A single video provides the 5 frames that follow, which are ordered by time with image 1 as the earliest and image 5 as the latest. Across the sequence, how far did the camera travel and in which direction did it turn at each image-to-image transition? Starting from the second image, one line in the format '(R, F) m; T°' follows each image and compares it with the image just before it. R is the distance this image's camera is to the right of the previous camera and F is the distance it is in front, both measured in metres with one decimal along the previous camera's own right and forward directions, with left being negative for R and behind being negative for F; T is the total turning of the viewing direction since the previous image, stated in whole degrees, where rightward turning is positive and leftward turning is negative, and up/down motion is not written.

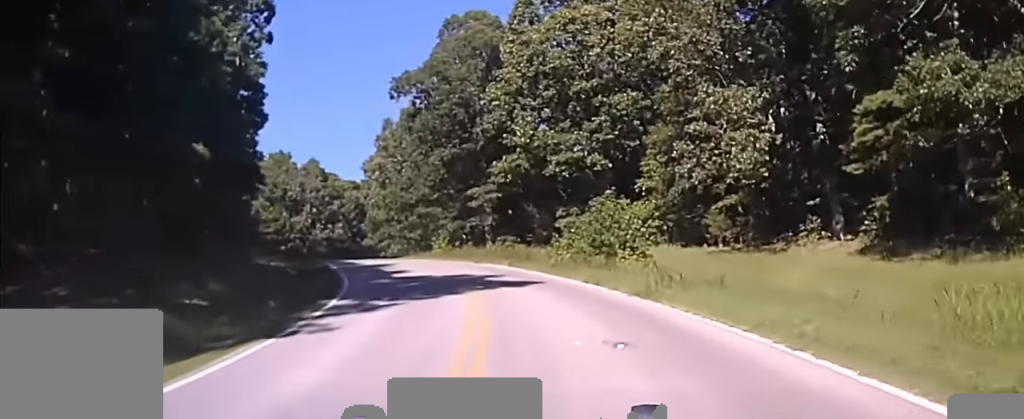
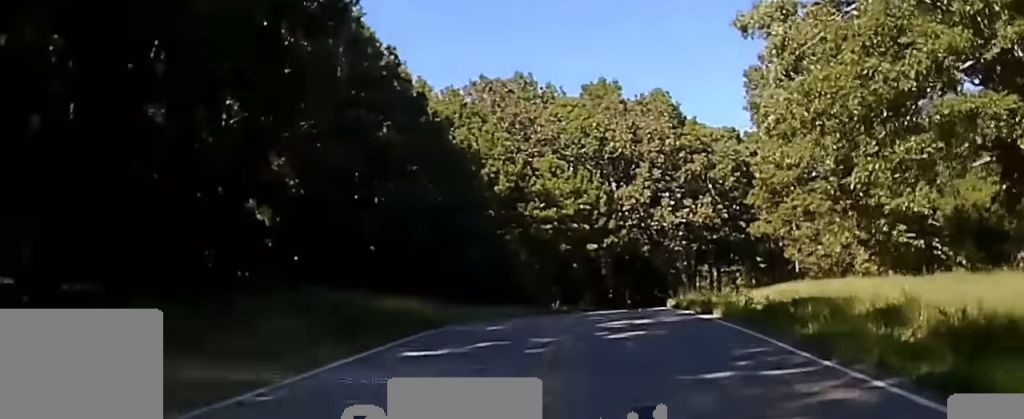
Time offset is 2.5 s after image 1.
(-12.8, +48.3) m; -23°
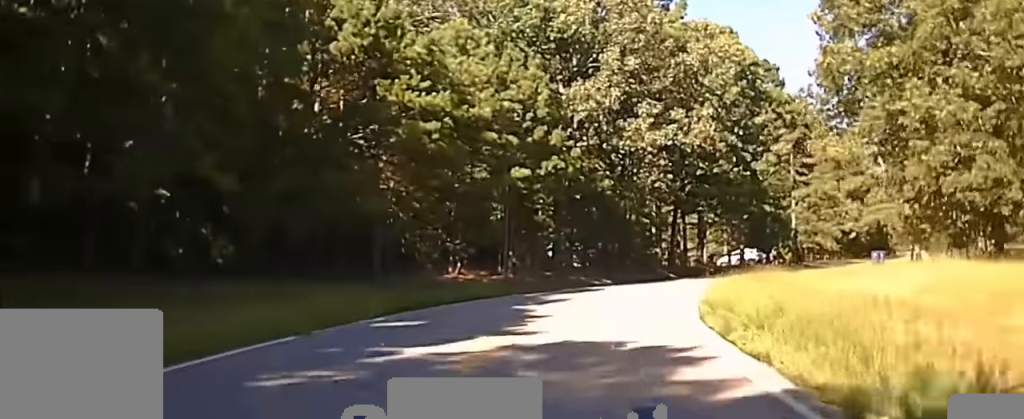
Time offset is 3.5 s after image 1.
(-0.2, +20.7) m; +3°
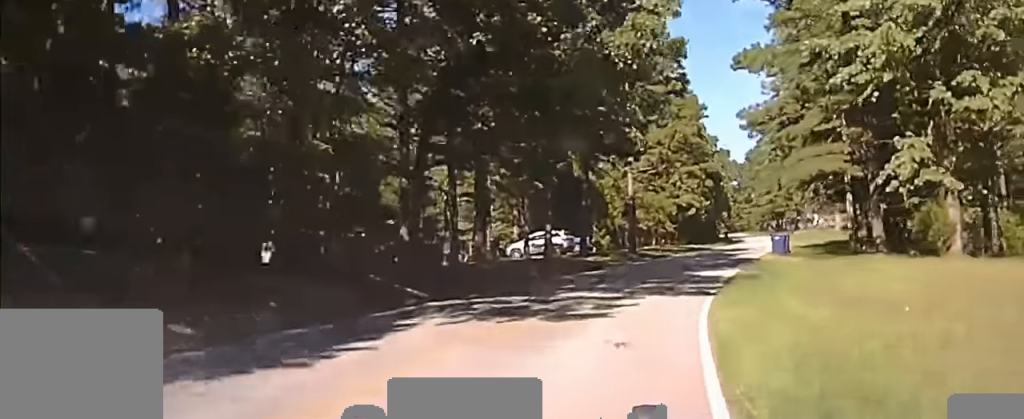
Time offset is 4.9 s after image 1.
(+3.3, +34.3) m; +15°
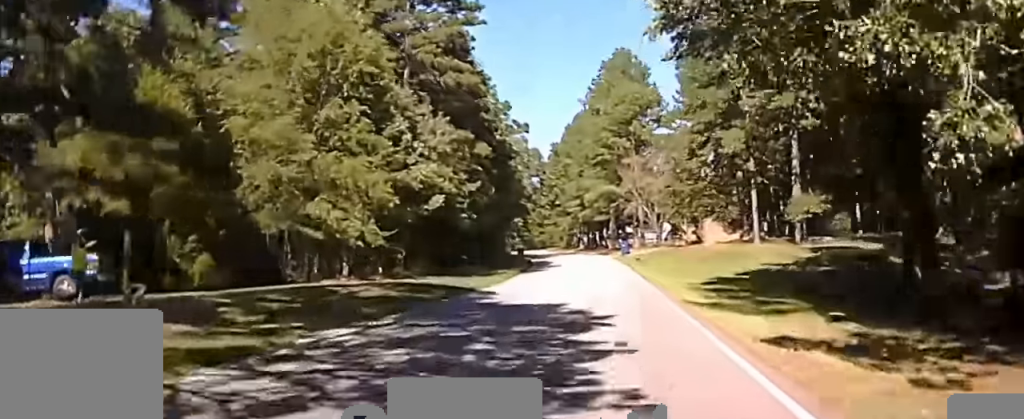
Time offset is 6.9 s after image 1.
(+9.6, +54.8) m; +13°
